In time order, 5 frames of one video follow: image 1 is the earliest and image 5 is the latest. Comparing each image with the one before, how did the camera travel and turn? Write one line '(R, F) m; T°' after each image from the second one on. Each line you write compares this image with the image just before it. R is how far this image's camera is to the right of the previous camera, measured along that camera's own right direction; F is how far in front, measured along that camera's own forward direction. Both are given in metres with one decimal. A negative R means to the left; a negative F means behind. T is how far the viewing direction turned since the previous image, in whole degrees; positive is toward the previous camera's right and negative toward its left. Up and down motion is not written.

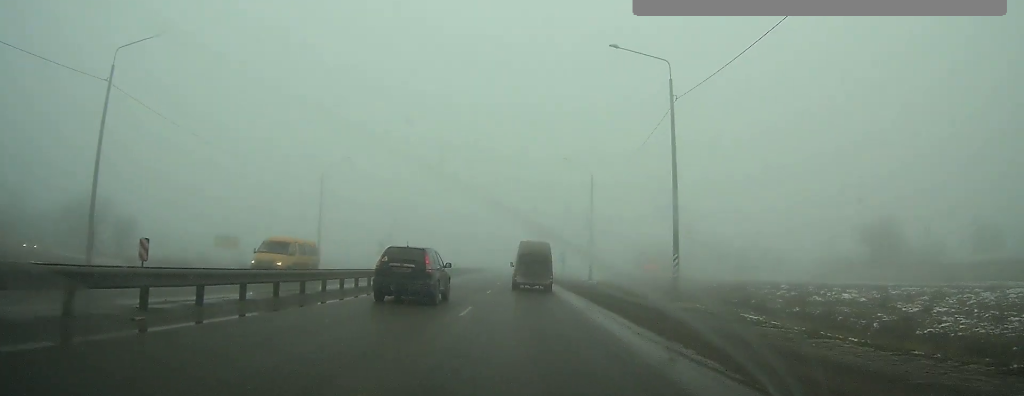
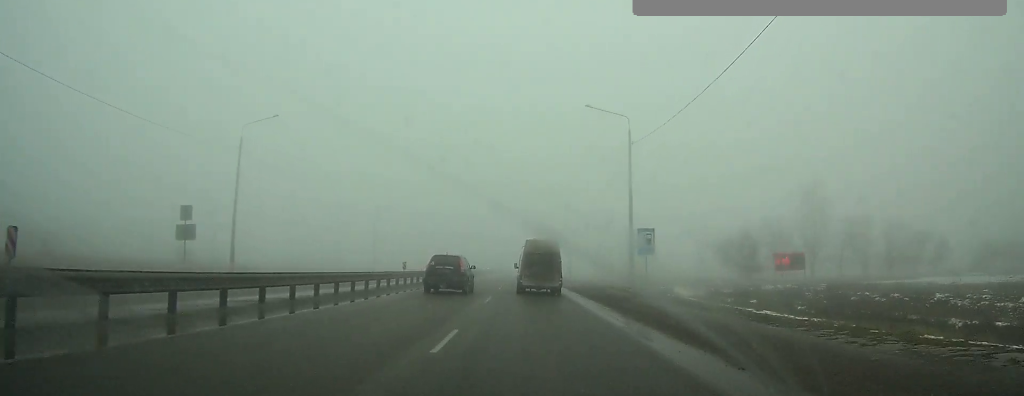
(-0.2, +53.9) m; 0°
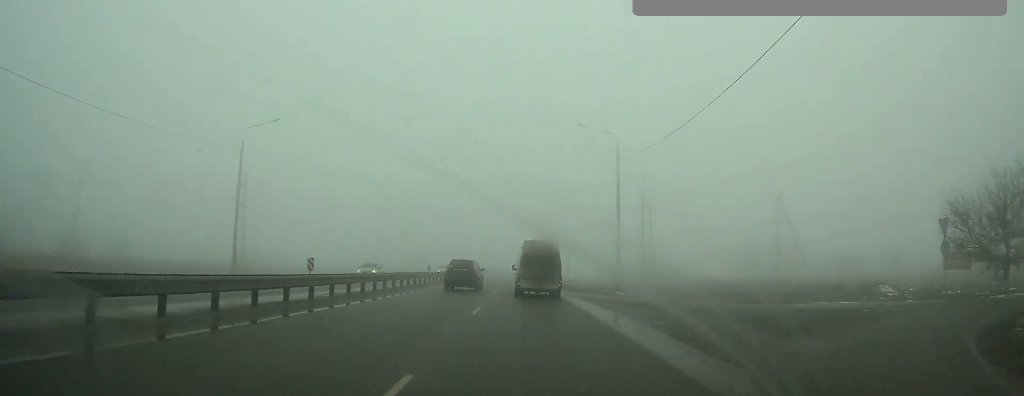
(+0.1, +45.1) m; 0°
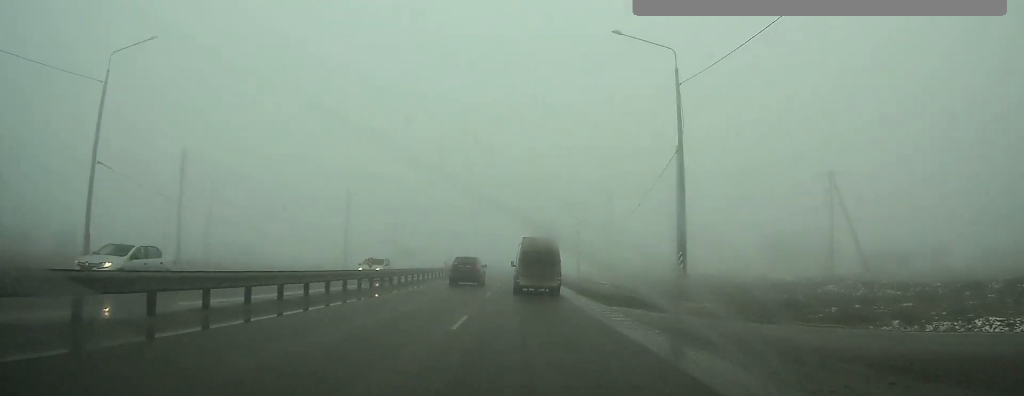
(0.0, +18.3) m; 0°
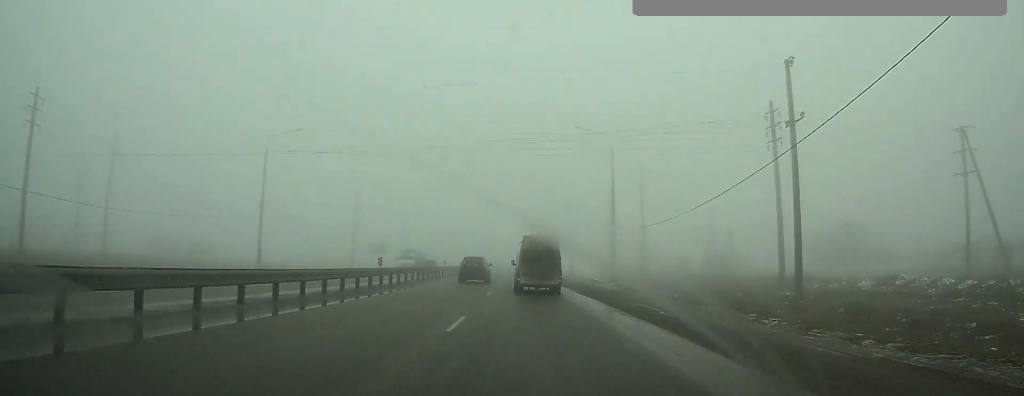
(+0.1, +25.3) m; 0°
